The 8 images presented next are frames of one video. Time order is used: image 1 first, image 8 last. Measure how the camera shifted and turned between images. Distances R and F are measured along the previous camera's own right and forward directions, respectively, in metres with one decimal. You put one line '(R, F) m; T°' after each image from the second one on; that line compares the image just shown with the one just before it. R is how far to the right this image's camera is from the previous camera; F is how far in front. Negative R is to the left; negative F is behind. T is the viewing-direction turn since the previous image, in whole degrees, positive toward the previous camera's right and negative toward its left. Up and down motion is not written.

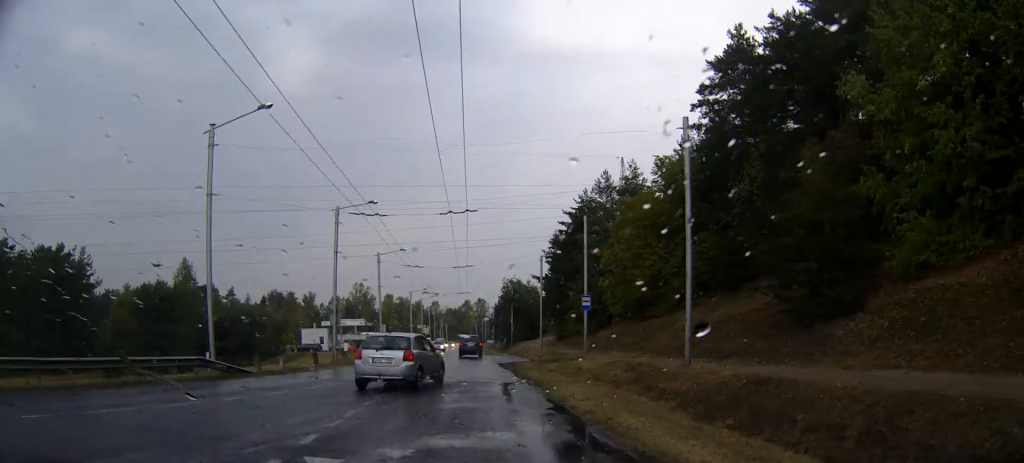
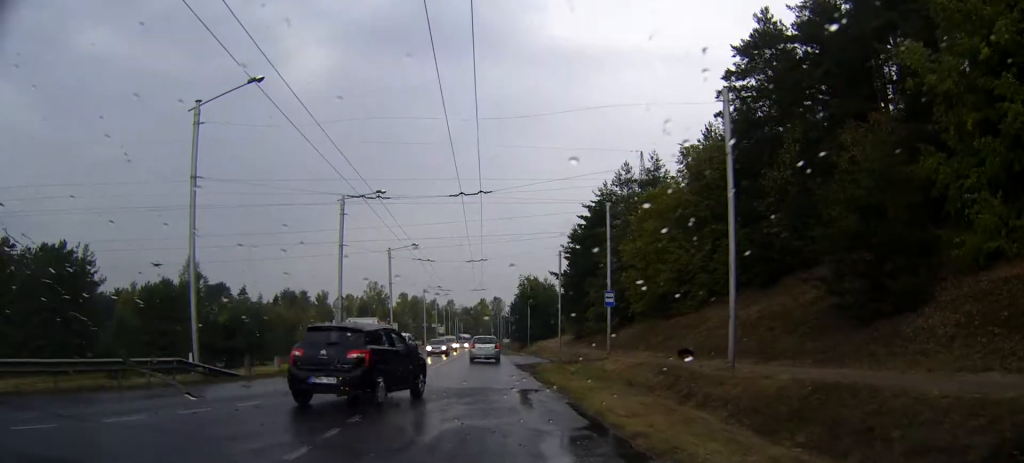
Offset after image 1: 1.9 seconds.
(+0.1, +4.3) m; +4°
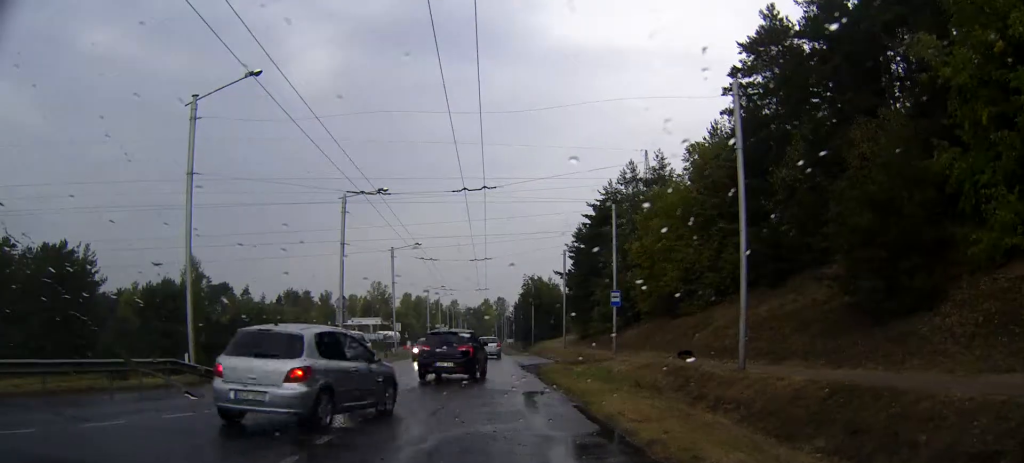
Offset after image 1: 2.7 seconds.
(0.0, +1.1) m; 0°
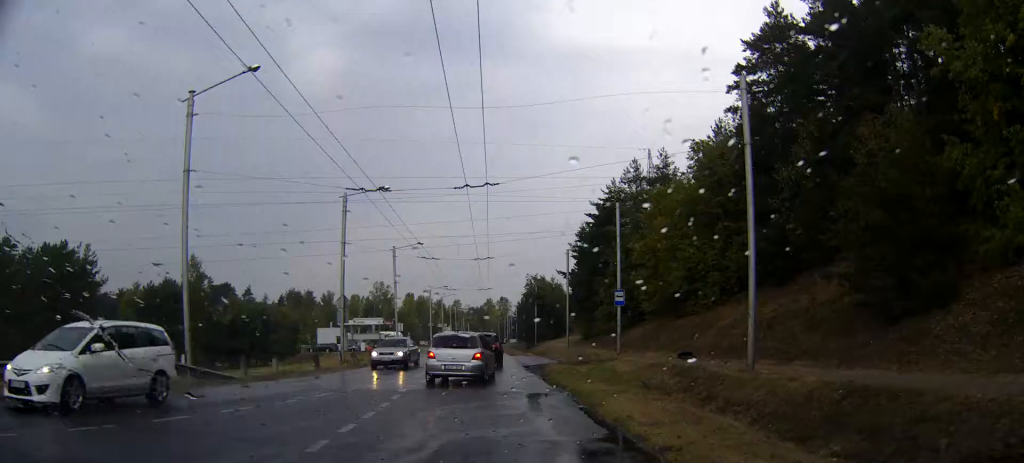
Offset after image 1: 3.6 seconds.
(+0.2, +0.9) m; 0°
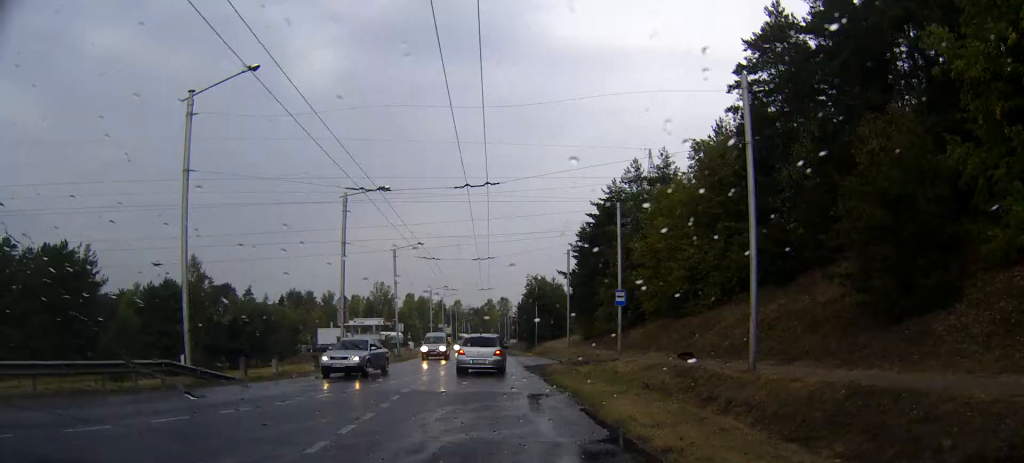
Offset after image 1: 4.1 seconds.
(+0.1, +0.4) m; 0°
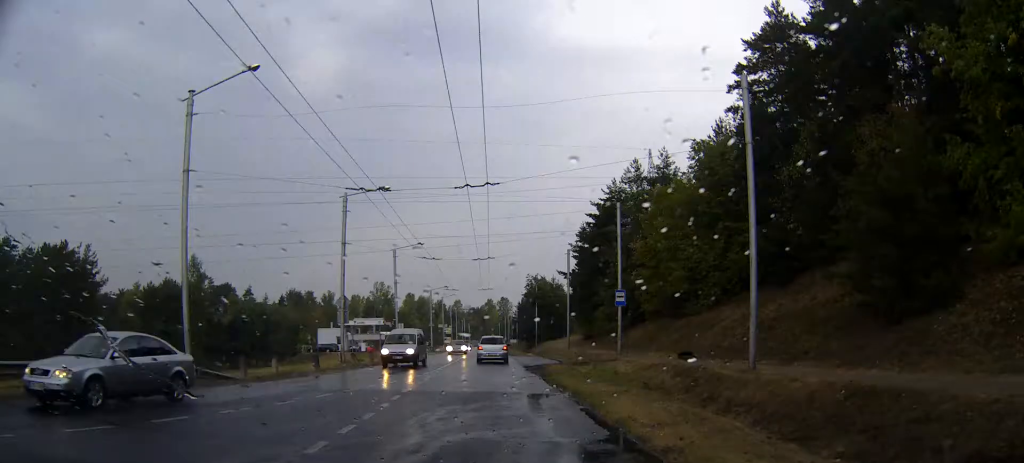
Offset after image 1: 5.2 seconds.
(+0.2, +0.6) m; 0°
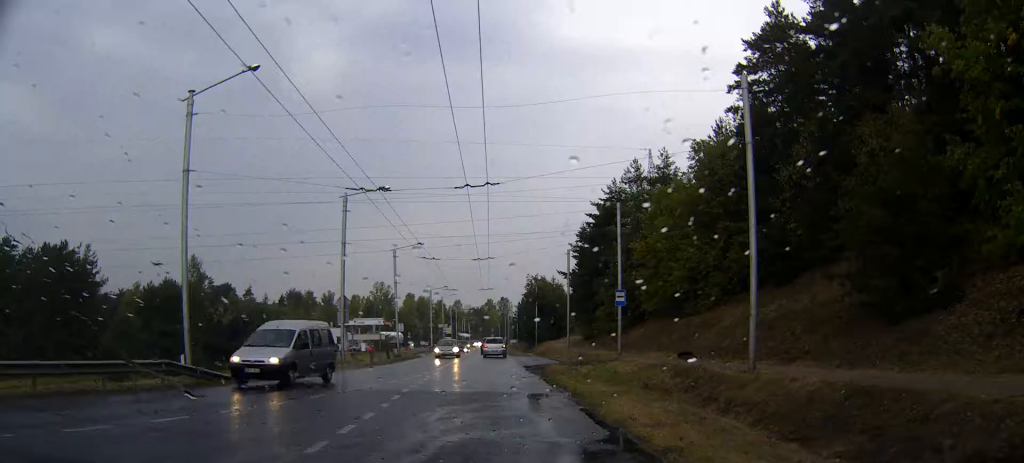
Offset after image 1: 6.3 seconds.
(0.0, +0.5) m; 0°
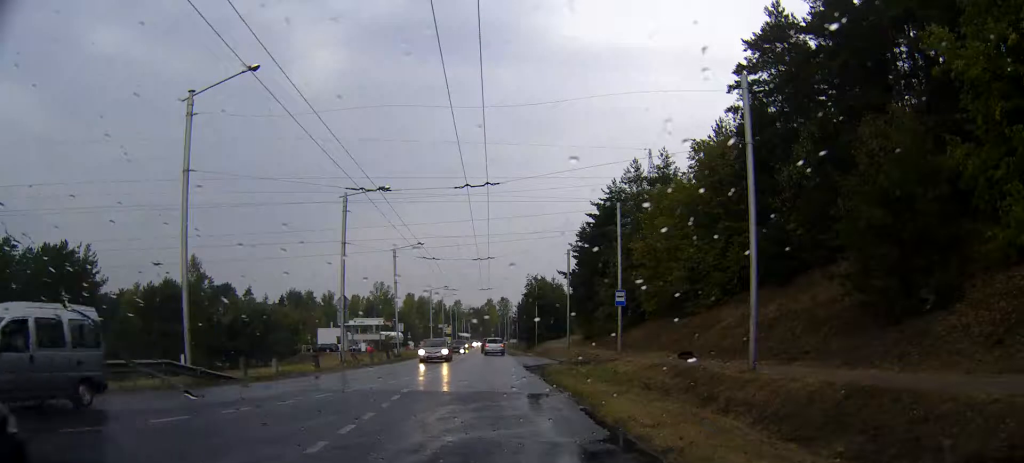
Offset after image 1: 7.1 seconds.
(0.0, +0.3) m; 0°
